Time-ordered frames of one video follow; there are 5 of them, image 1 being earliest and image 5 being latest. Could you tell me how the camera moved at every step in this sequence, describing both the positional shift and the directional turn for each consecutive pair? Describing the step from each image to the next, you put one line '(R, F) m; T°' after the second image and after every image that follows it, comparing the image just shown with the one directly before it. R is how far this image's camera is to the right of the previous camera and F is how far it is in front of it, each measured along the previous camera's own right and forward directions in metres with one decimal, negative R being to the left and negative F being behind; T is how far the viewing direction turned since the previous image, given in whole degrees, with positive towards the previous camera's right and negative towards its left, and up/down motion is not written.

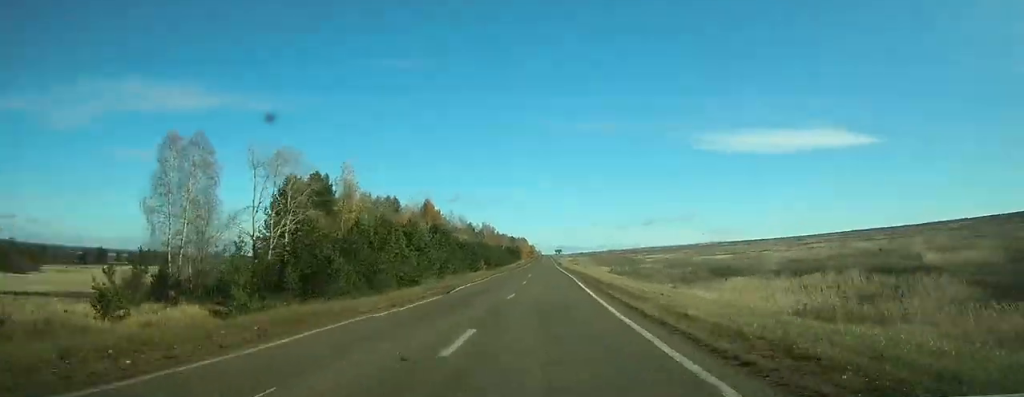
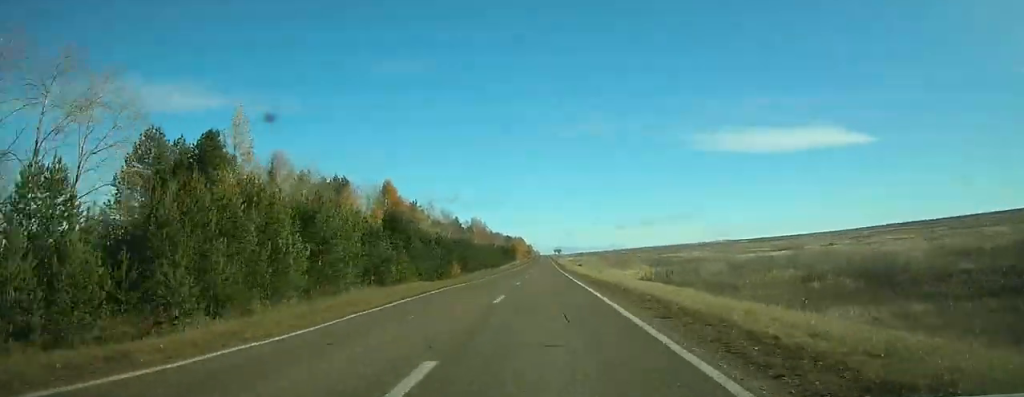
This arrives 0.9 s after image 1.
(0.0, +27.4) m; 0°
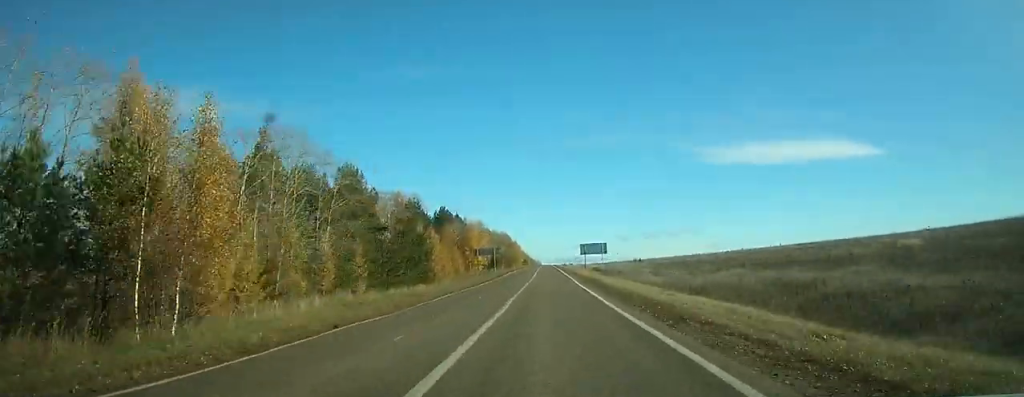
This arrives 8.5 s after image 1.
(-1.4, +228.2) m; -1°
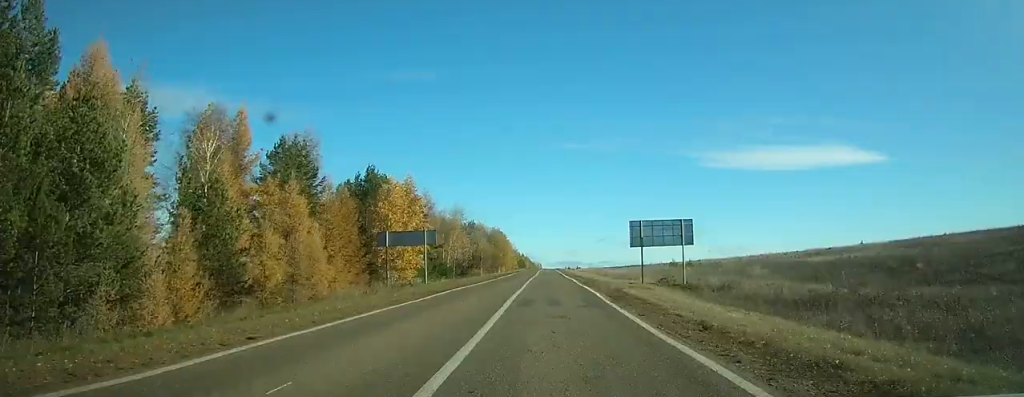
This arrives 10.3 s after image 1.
(-0.2, +55.8) m; +1°
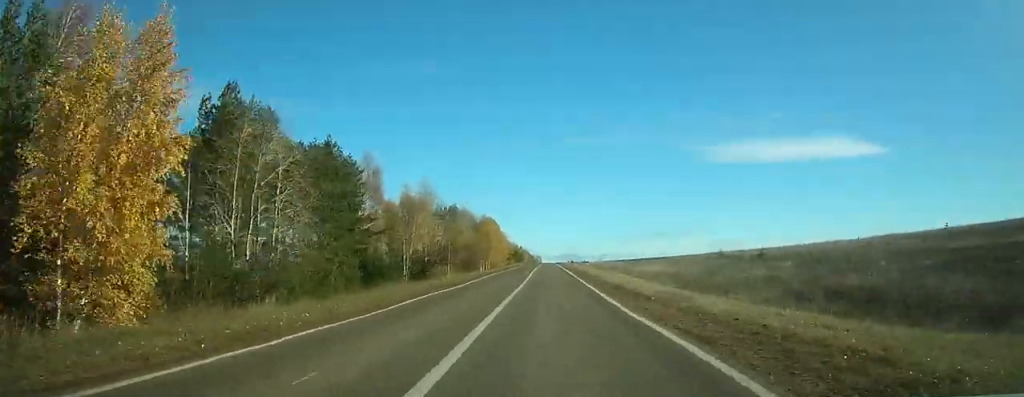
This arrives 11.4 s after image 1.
(-0.7, +37.4) m; +2°
